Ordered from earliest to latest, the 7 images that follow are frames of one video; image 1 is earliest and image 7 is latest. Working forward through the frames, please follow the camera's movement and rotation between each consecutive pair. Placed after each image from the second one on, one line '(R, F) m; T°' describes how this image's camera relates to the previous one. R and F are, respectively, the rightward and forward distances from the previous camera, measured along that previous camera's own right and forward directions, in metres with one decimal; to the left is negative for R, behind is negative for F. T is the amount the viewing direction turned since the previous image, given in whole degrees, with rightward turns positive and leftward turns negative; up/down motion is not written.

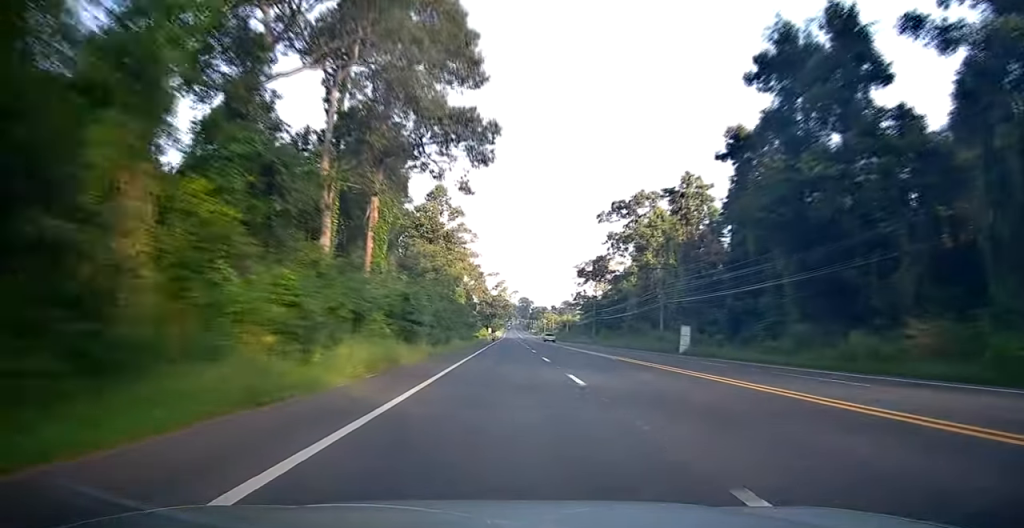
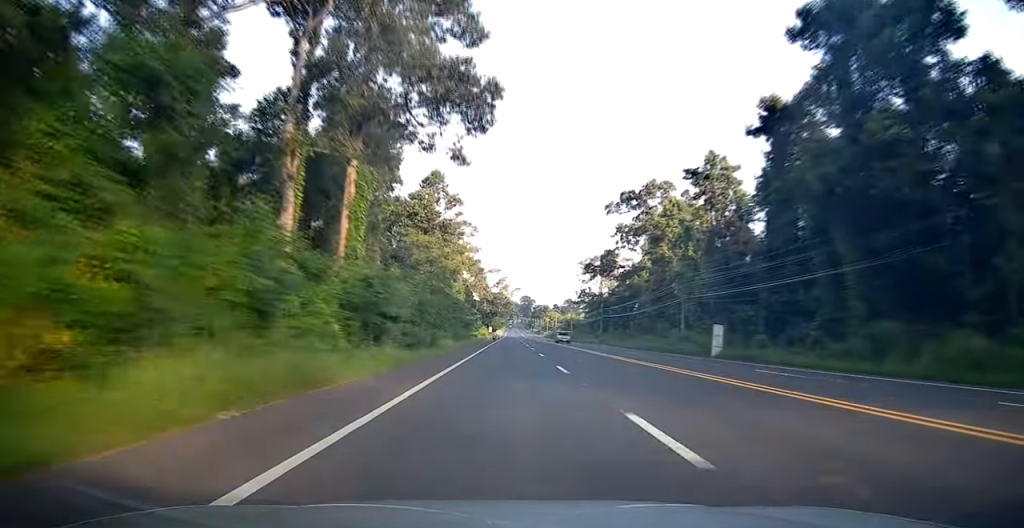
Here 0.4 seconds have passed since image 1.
(-0.1, +7.8) m; 0°
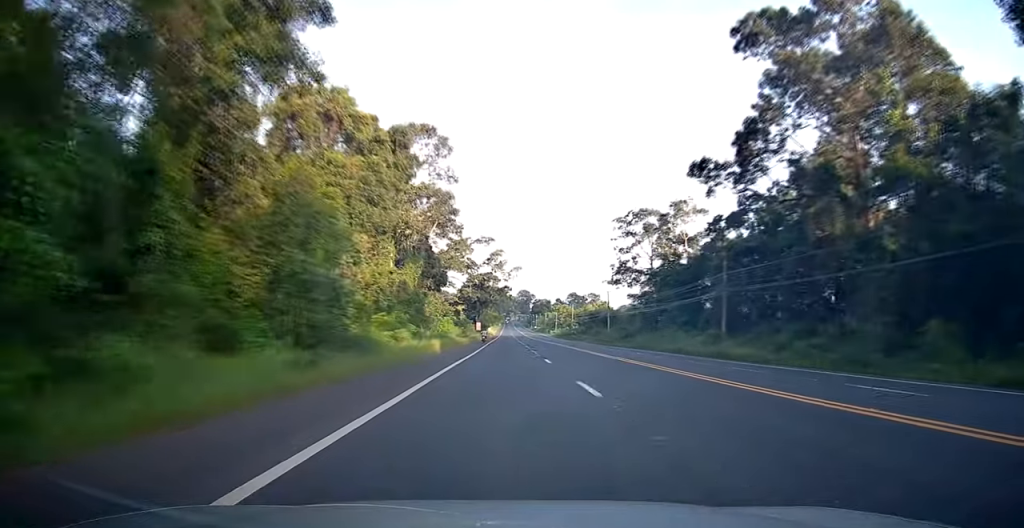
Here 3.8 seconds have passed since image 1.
(-0.8, +66.5) m; -1°
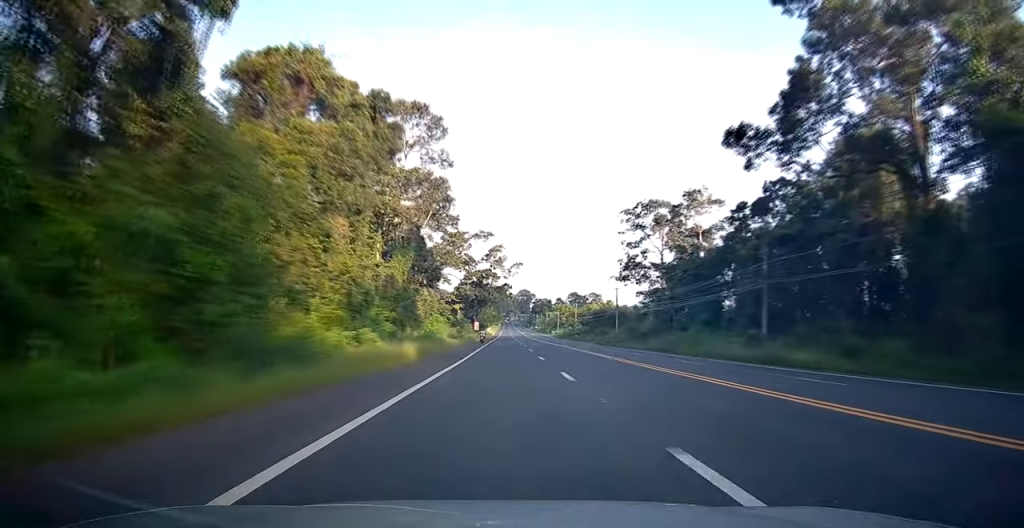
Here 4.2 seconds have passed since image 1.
(-0.1, +7.9) m; +1°
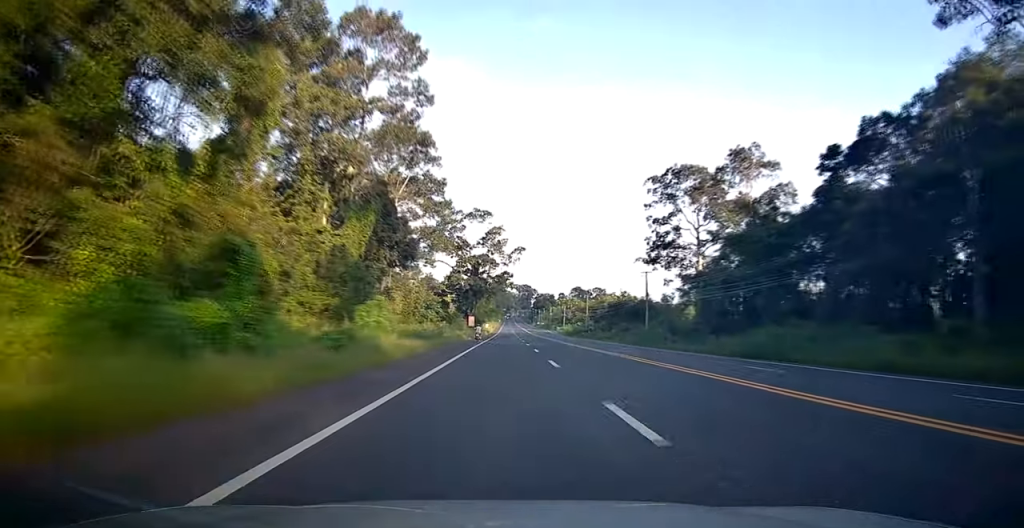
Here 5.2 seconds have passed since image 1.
(+0.6, +20.3) m; 0°
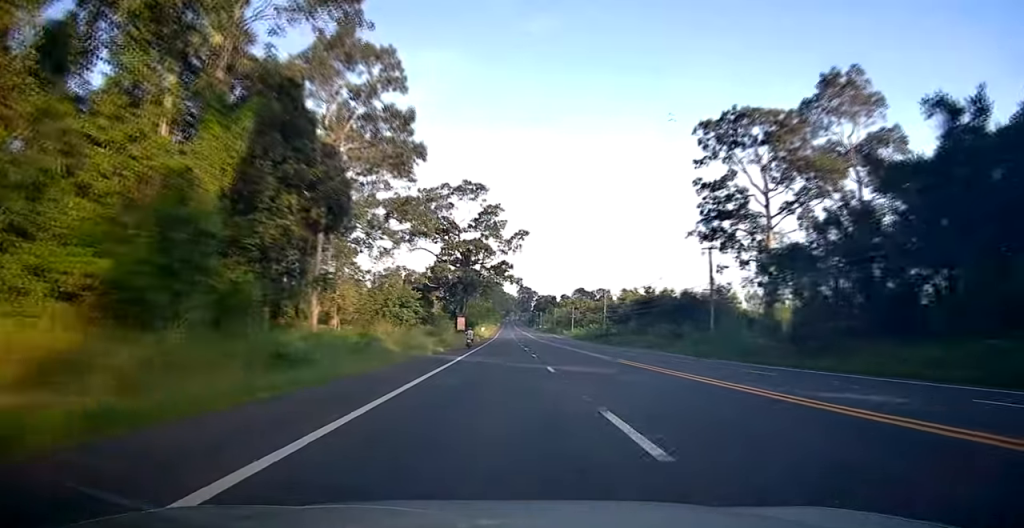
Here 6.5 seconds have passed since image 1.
(-0.8, +24.3) m; -1°
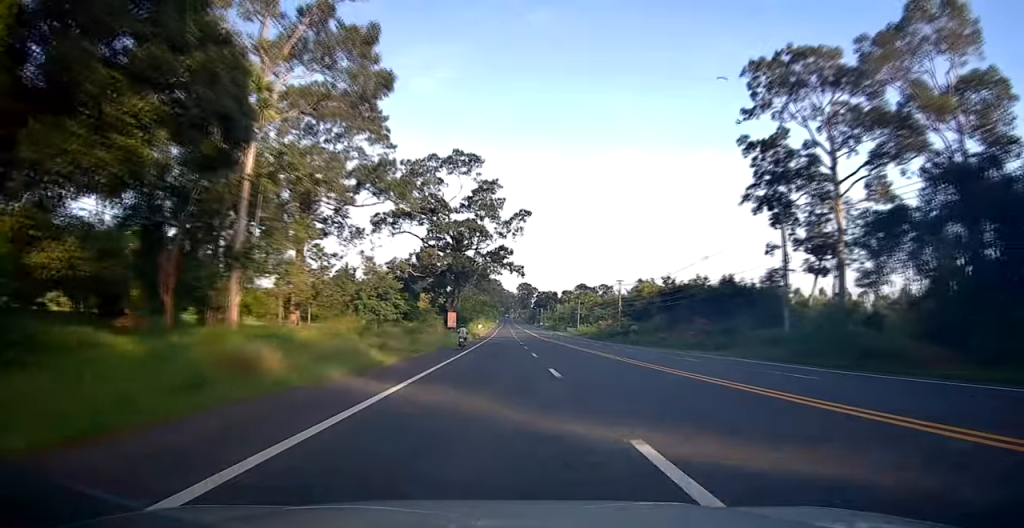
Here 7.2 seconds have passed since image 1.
(-0.1, +14.6) m; +2°
